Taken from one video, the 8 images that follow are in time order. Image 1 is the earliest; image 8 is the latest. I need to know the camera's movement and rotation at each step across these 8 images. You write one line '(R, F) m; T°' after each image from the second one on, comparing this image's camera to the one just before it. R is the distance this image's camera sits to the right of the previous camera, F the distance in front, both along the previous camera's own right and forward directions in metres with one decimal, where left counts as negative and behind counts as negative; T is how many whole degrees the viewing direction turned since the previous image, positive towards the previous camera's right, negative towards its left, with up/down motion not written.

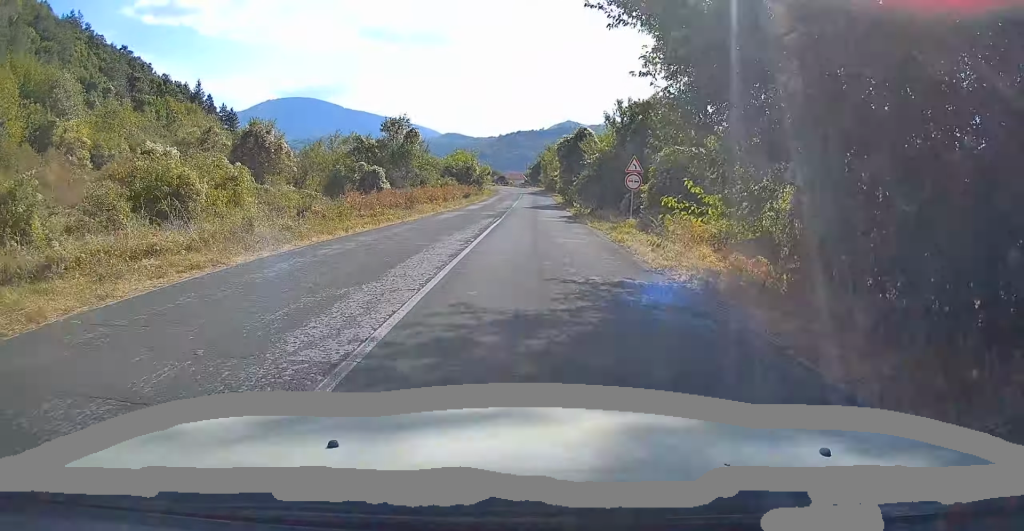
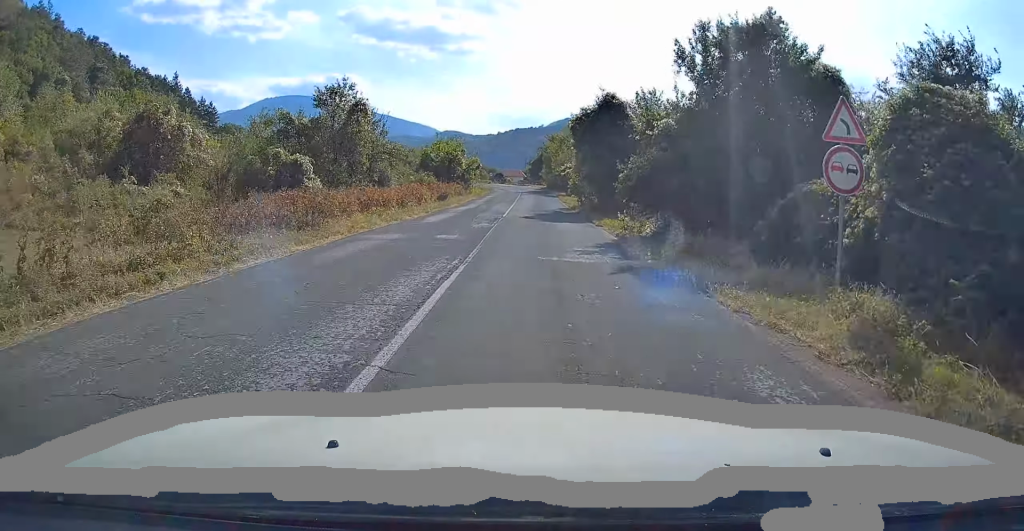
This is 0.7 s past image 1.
(+0.1, +15.6) m; 0°
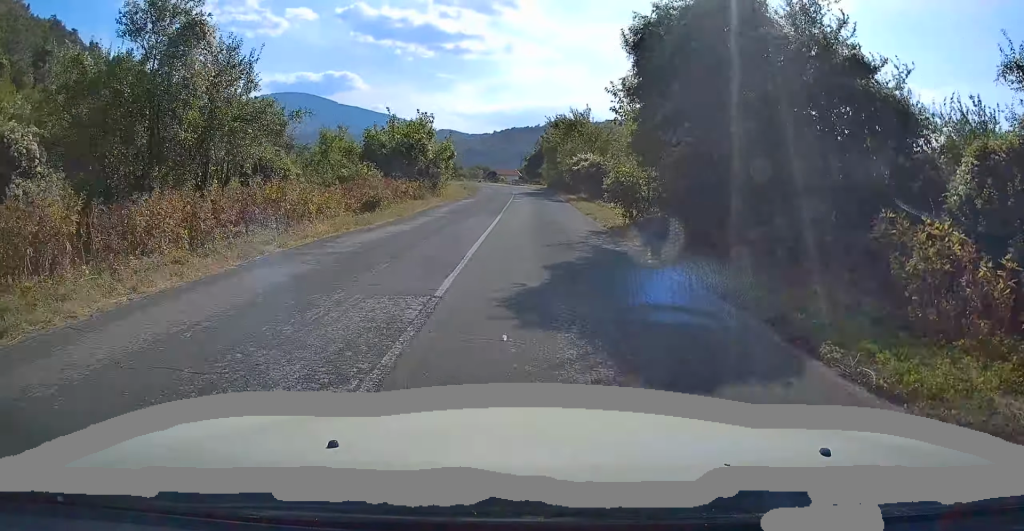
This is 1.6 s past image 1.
(+0.1, +18.3) m; 0°
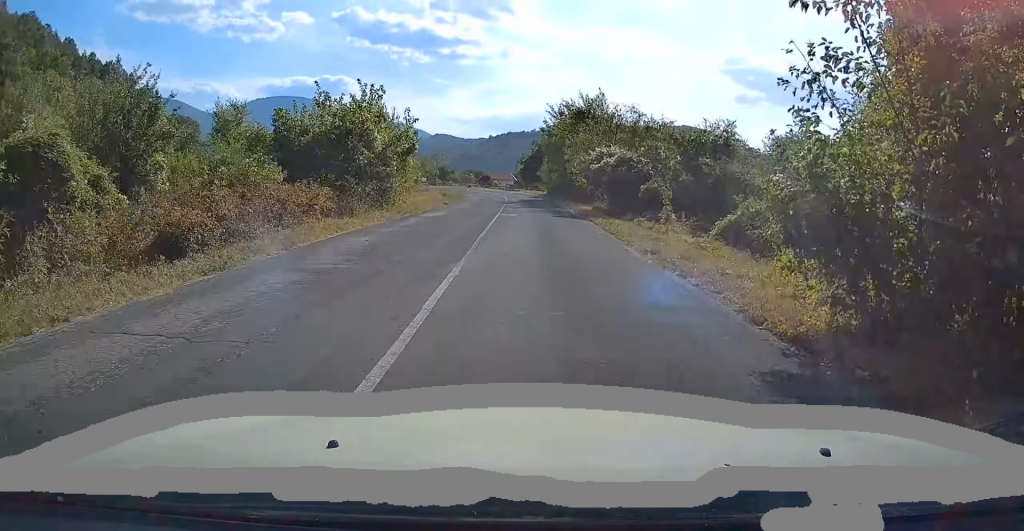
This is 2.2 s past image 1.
(-0.1, +13.3) m; 0°
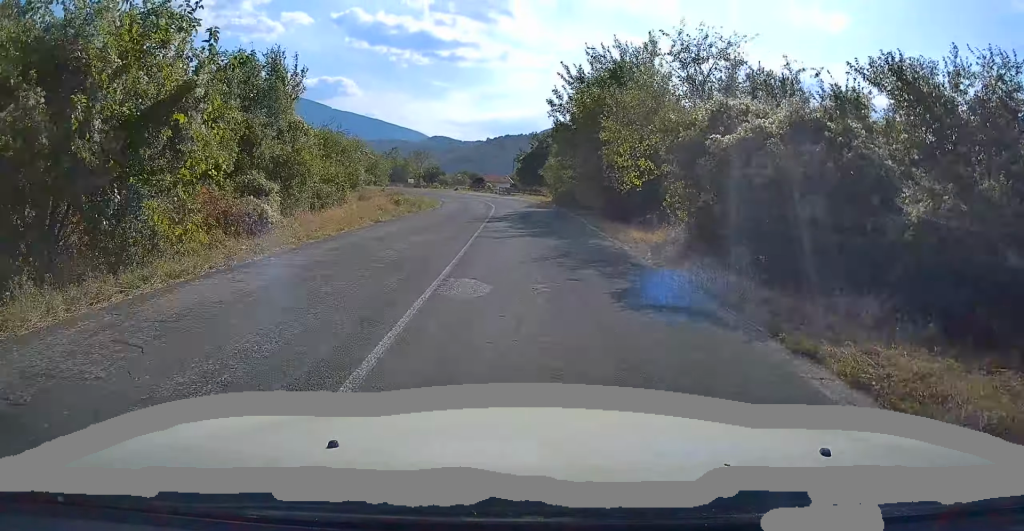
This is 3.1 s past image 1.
(+0.2, +17.8) m; -1°
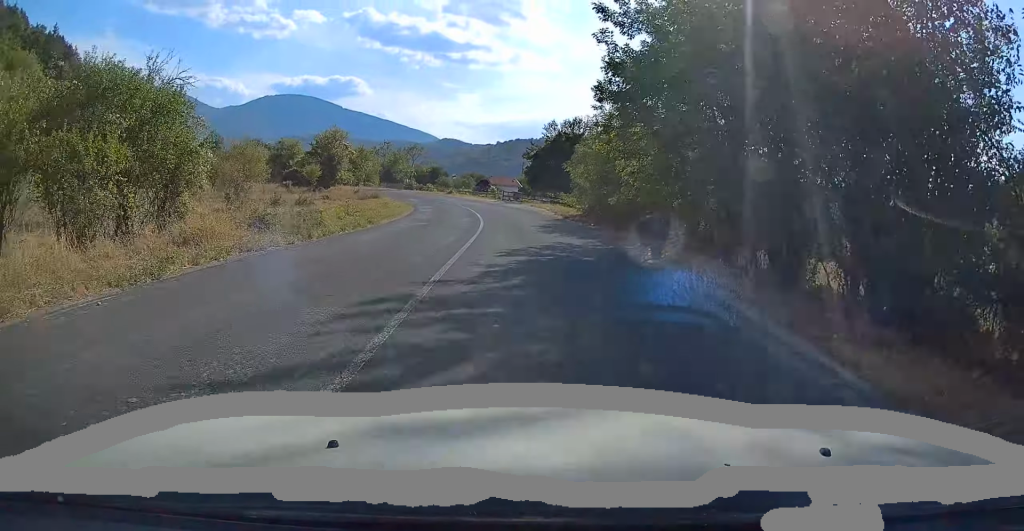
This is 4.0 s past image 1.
(-0.4, +17.9) m; -2°
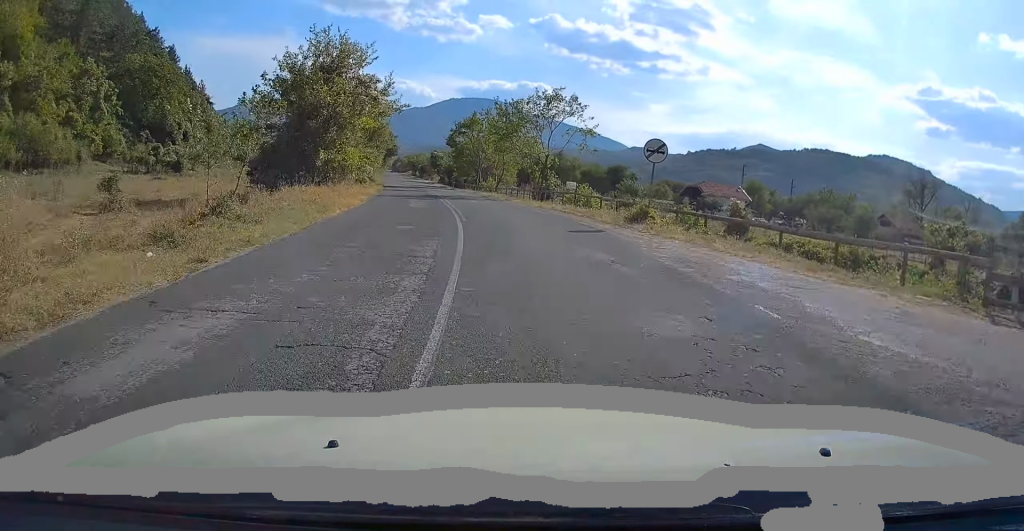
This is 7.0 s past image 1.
(-6.8, +55.3) m; -17°
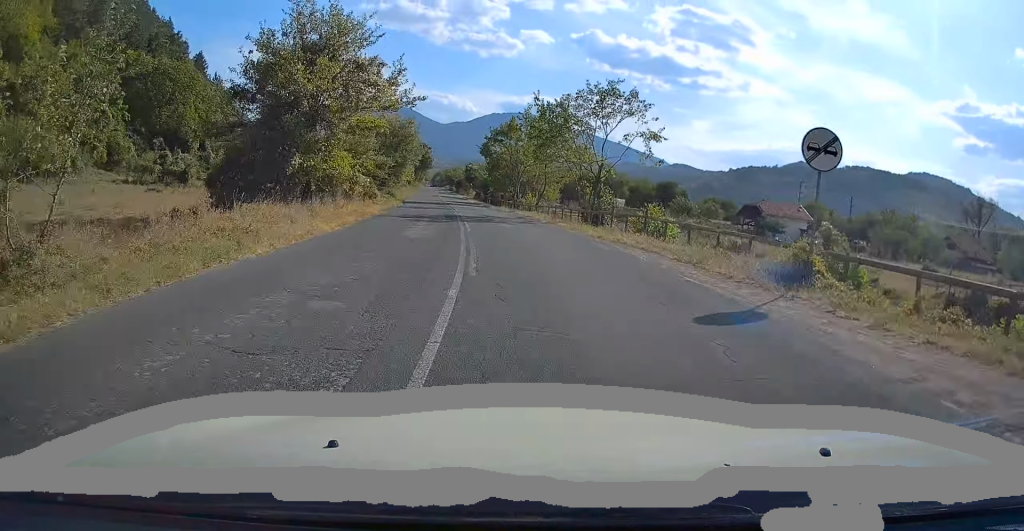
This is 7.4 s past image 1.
(-0.3, +8.5) m; -3°
